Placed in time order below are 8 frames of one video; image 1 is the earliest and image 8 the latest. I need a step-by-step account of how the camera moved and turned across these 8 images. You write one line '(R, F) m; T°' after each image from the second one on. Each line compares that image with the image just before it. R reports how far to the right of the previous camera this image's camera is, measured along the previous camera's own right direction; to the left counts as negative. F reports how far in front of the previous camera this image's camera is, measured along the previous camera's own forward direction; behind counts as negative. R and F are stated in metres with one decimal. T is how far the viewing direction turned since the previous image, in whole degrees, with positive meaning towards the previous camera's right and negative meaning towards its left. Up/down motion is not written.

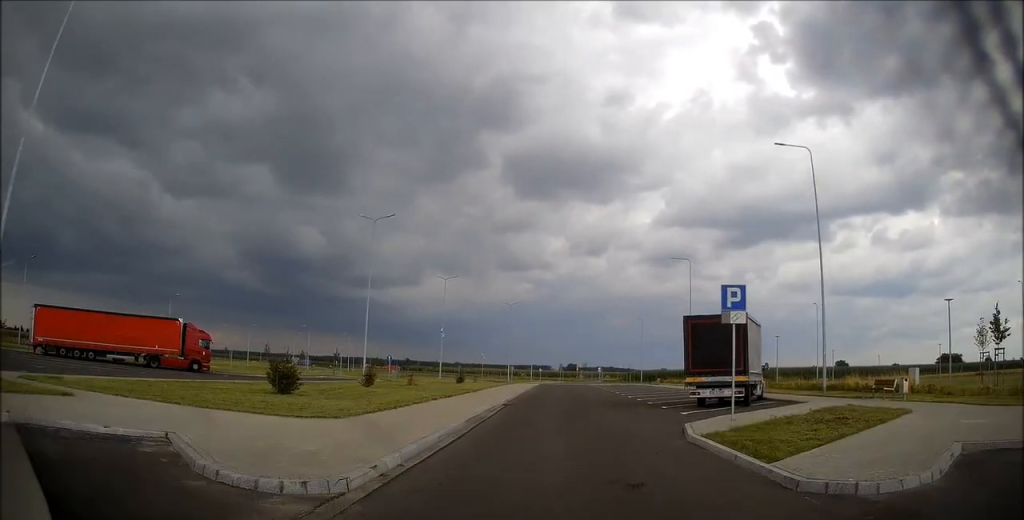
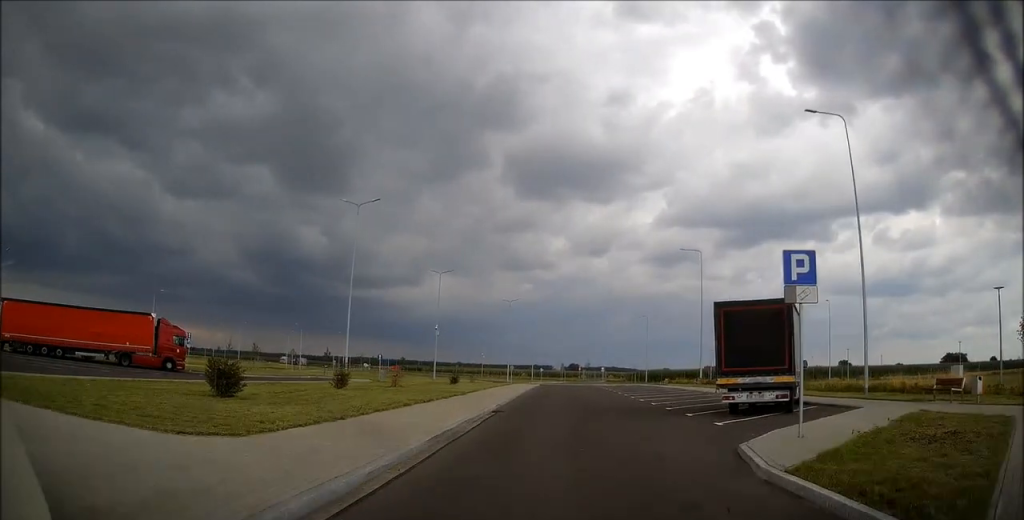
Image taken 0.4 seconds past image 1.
(+0.1, +3.7) m; 0°
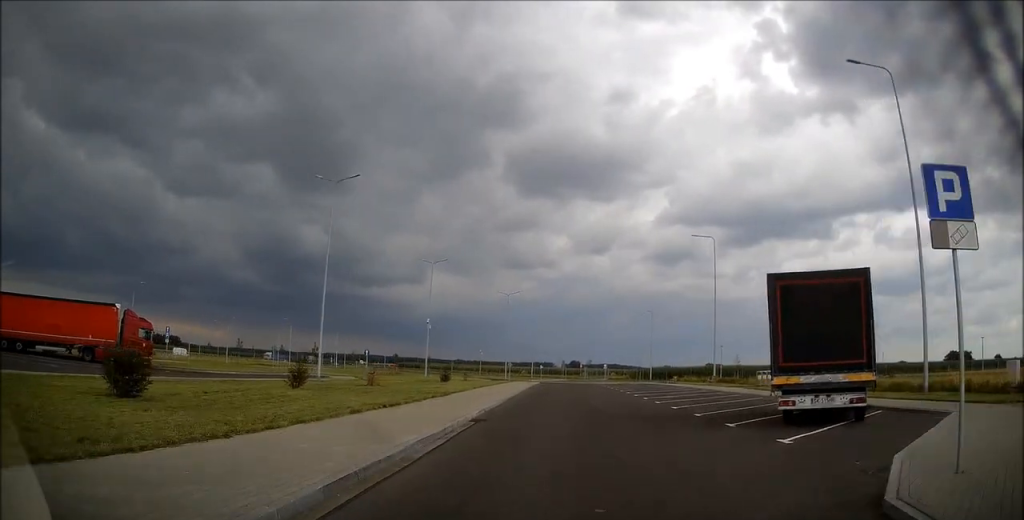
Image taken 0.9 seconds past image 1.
(+0.2, +4.6) m; 0°
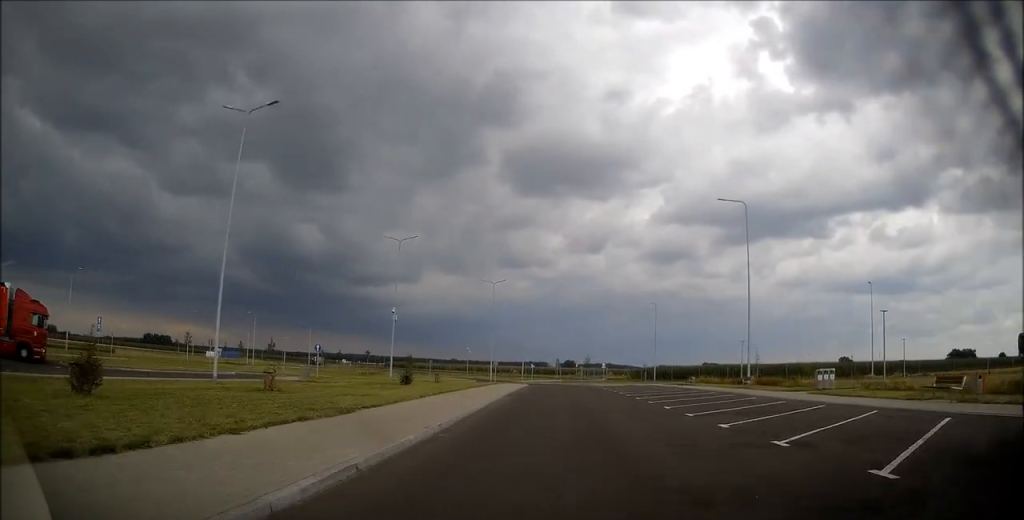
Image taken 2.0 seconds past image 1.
(-0.4, +10.6) m; -1°
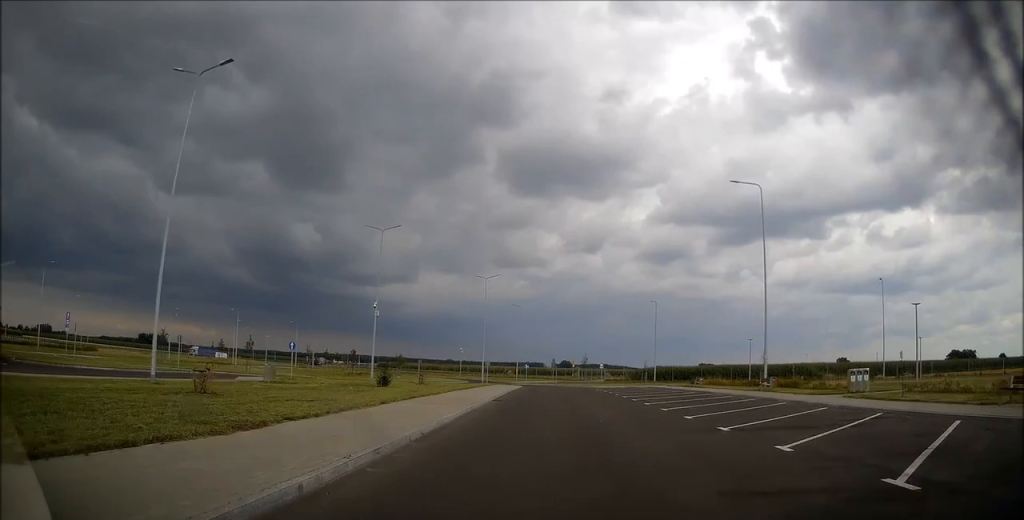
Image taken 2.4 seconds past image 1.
(+0.1, +4.1) m; 0°
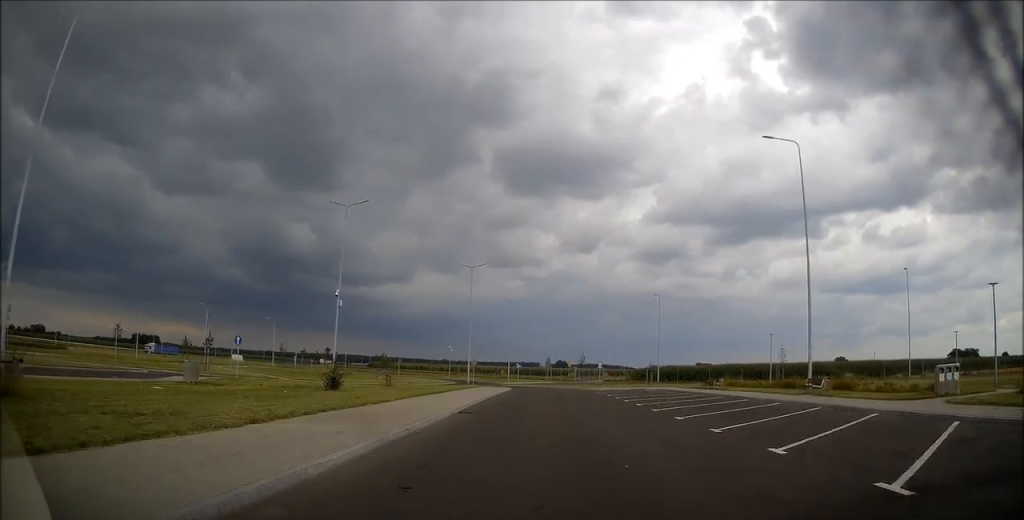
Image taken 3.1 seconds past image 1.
(+0.1, +7.3) m; +1°
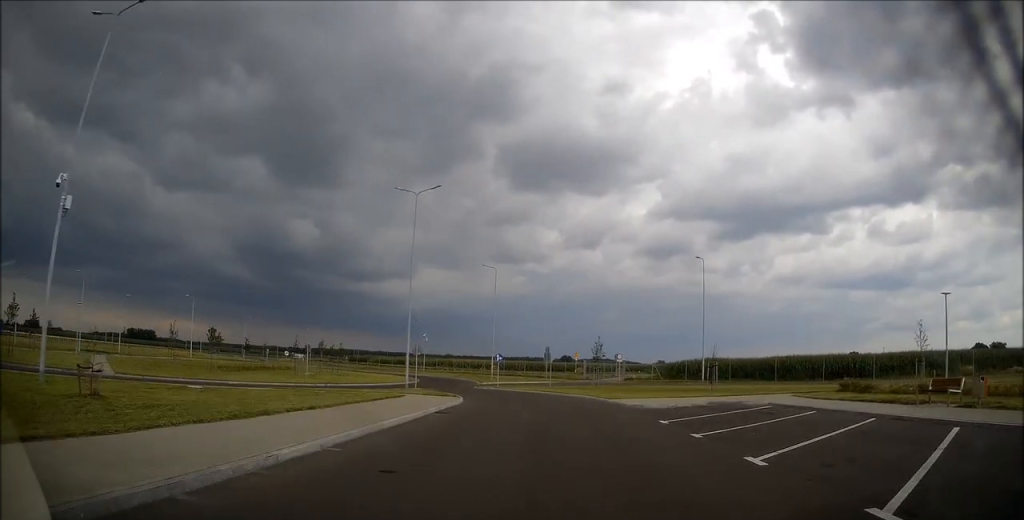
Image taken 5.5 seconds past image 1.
(+0.2, +25.3) m; 0°
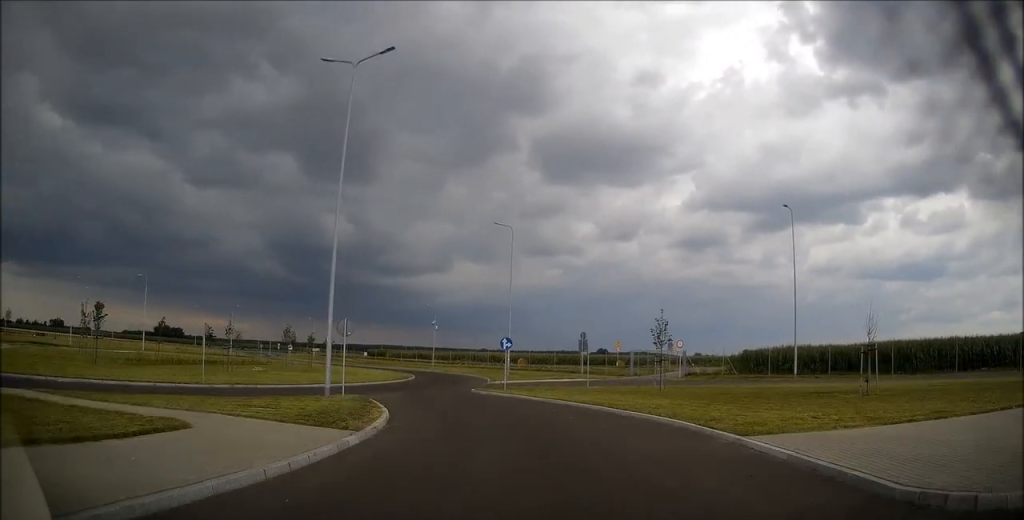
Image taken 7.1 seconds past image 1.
(-0.3, +16.5) m; -4°
